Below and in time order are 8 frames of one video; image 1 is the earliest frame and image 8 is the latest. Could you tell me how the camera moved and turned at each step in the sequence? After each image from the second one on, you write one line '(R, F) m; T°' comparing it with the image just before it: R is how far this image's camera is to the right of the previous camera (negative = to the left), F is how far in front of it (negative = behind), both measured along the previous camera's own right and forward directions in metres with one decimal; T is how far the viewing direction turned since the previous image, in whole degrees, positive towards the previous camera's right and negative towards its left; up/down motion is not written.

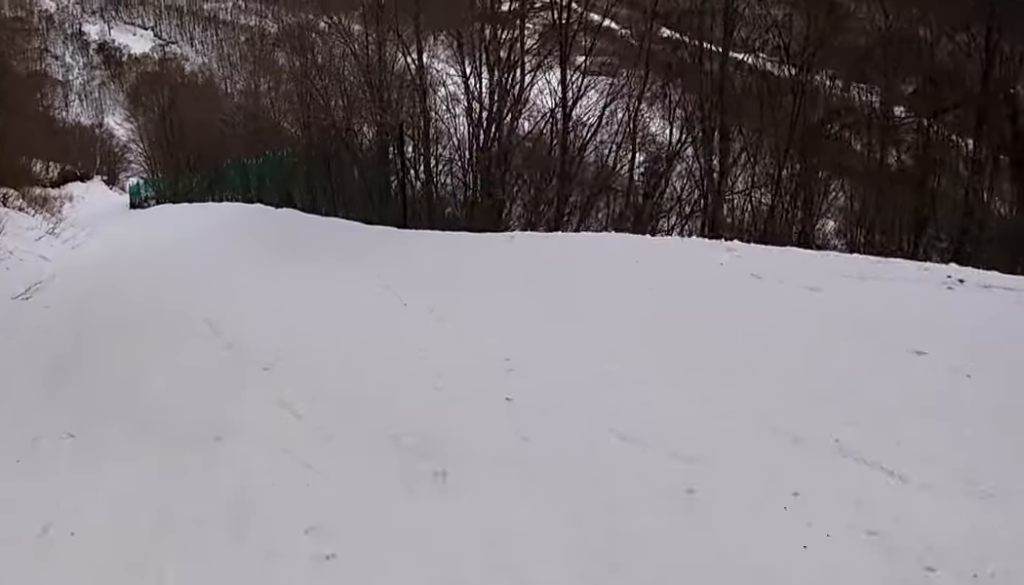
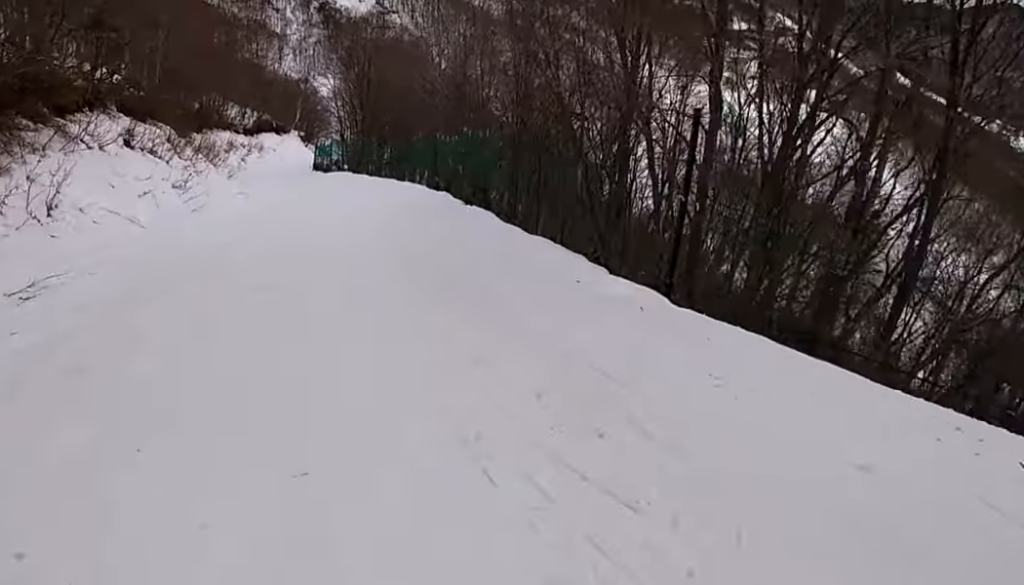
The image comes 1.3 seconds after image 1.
(-1.1, +5.8) m; -16°
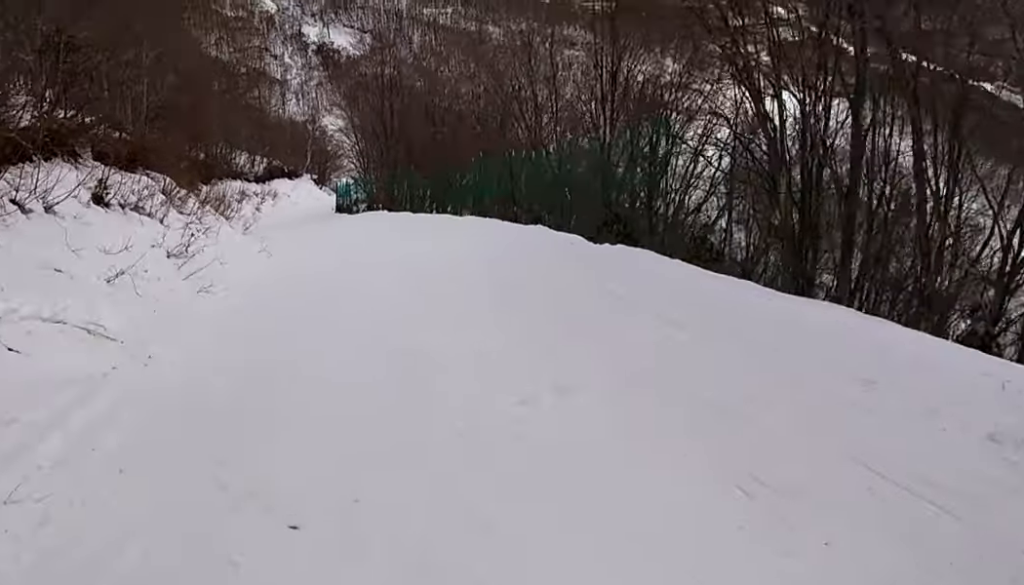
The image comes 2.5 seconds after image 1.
(0.0, +6.7) m; +12°
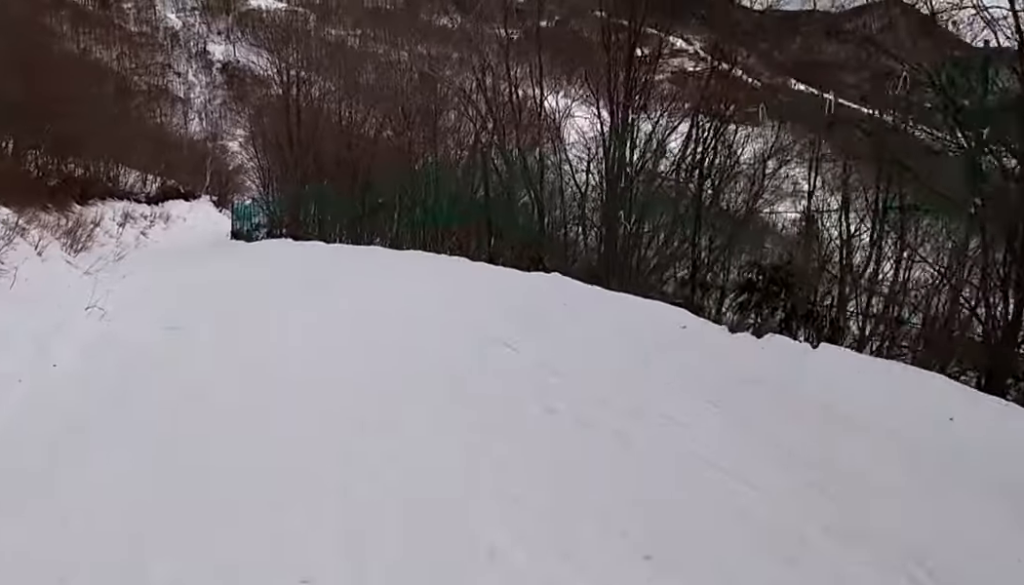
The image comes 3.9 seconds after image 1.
(+0.6, +7.1) m; -7°
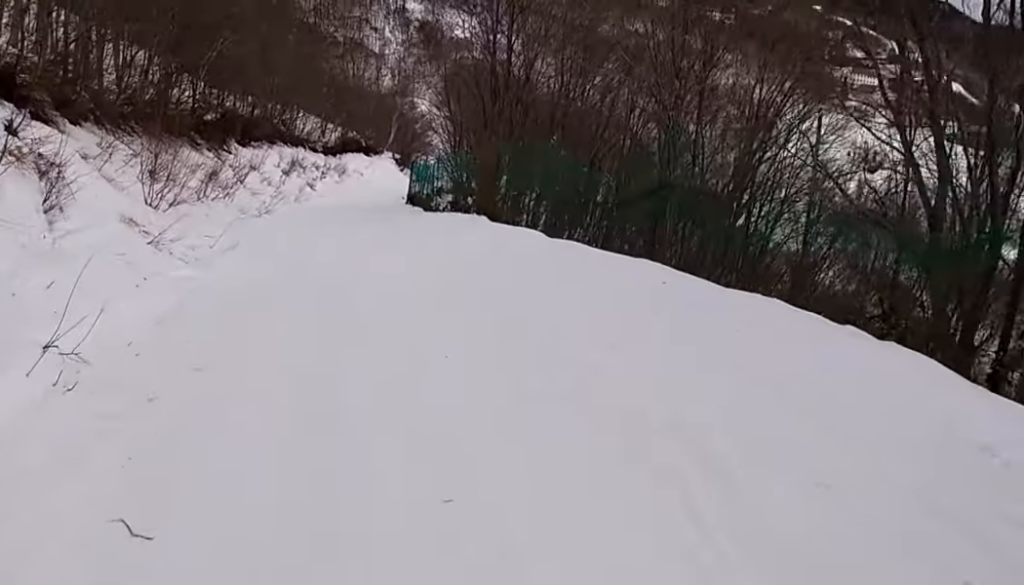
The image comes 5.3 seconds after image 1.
(-1.1, +8.0) m; -8°
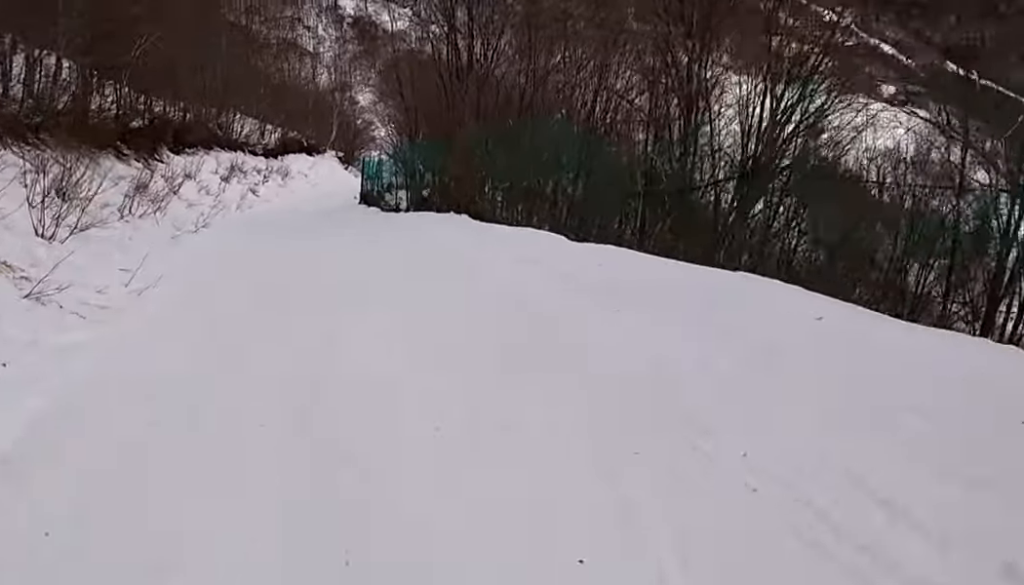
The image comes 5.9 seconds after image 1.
(0.0, +3.5) m; 0°
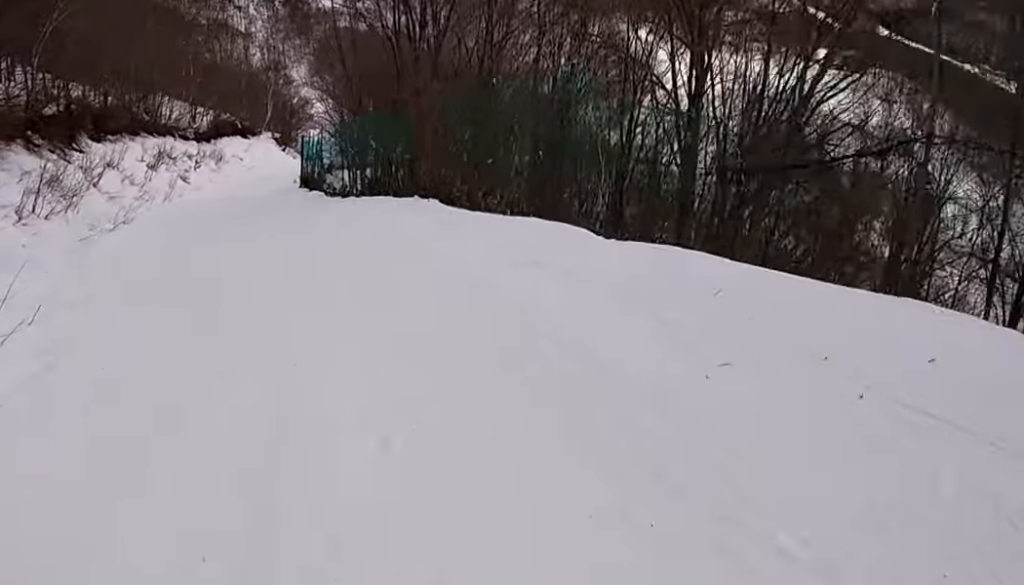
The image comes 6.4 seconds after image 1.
(0.0, +2.9) m; 0°
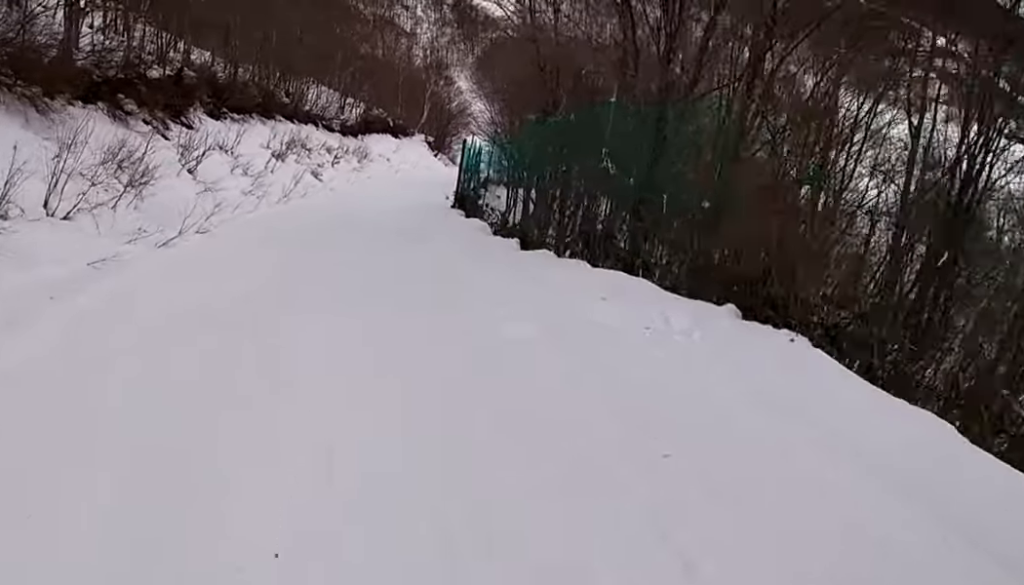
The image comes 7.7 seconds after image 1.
(0.0, +8.1) m; +2°
